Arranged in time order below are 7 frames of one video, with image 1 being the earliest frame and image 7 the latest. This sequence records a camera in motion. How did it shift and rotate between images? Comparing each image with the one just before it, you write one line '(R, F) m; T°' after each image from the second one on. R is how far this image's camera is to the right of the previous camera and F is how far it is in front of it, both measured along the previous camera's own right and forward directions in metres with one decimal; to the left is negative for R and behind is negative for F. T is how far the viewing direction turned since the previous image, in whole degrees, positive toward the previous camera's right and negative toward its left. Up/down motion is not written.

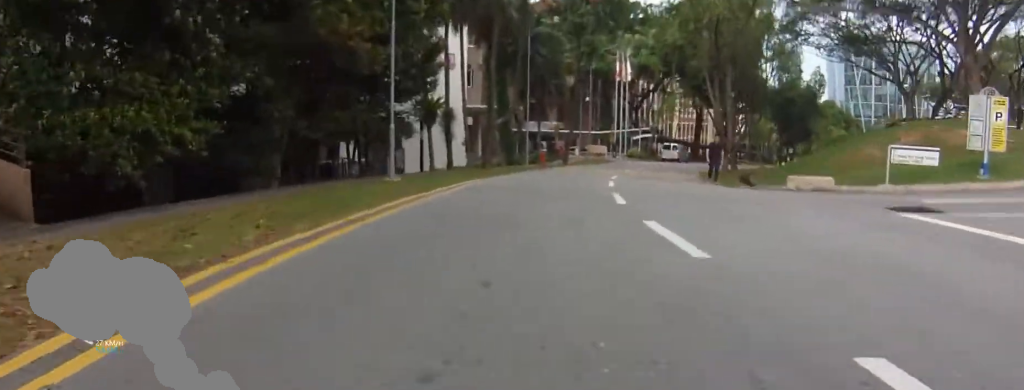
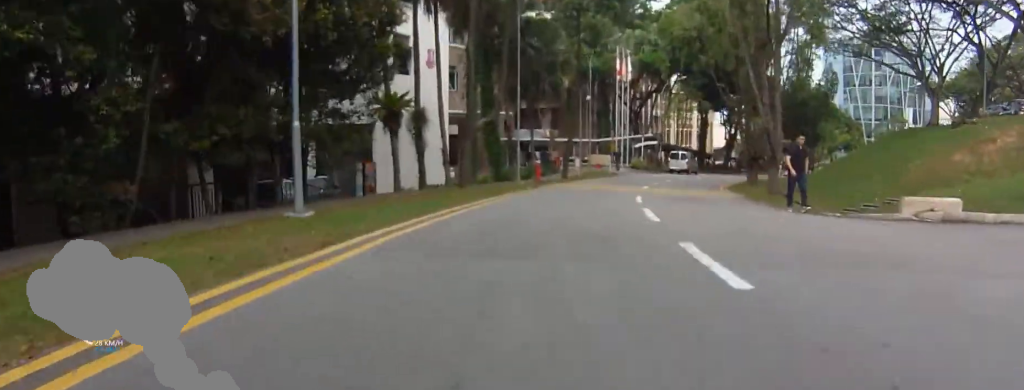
(+0.7, +5.9) m; 0°
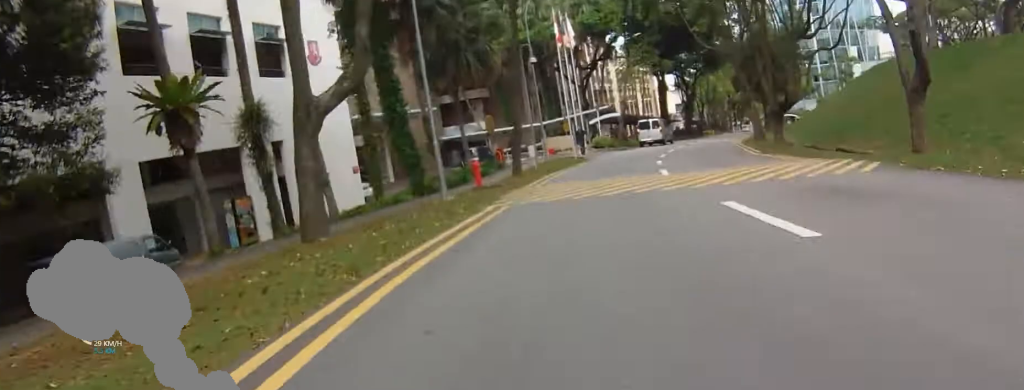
(-0.7, +10.2) m; +2°
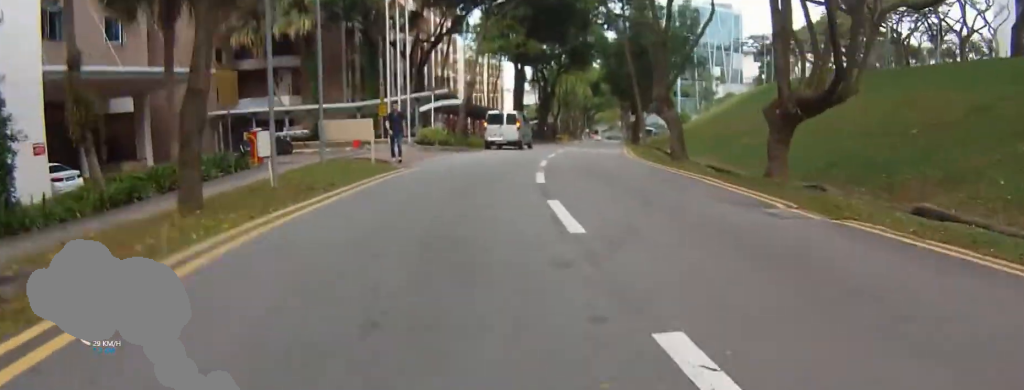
(+0.6, +11.5) m; -6°
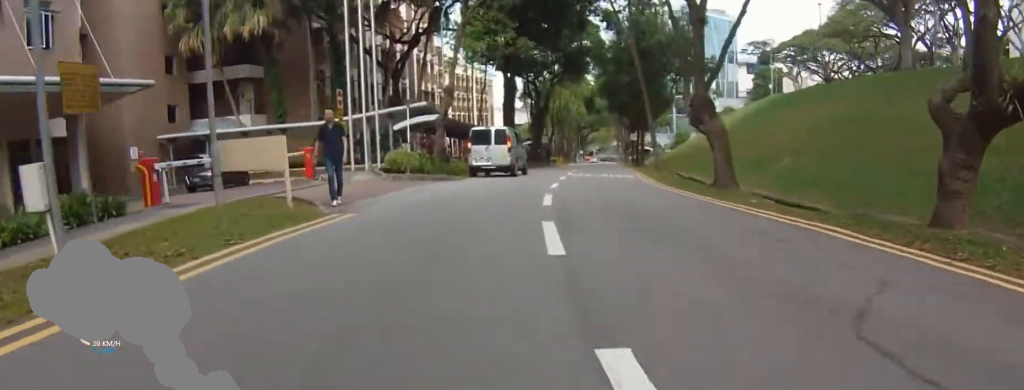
(-0.5, +4.6) m; -8°
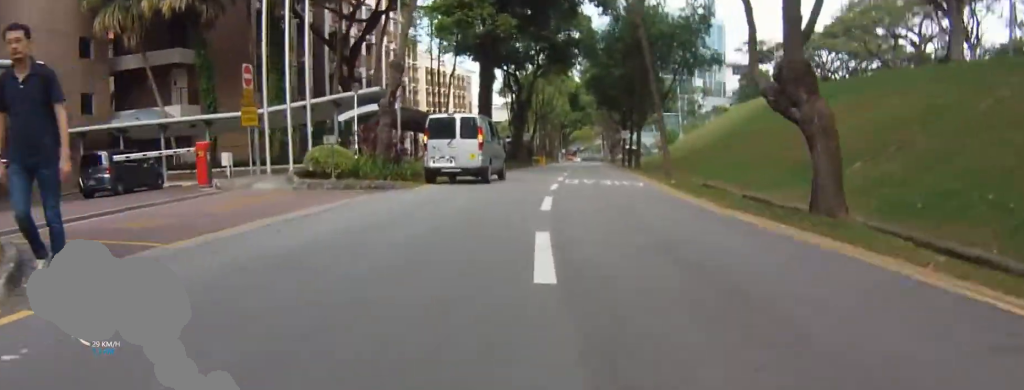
(-0.2, +5.4) m; +6°
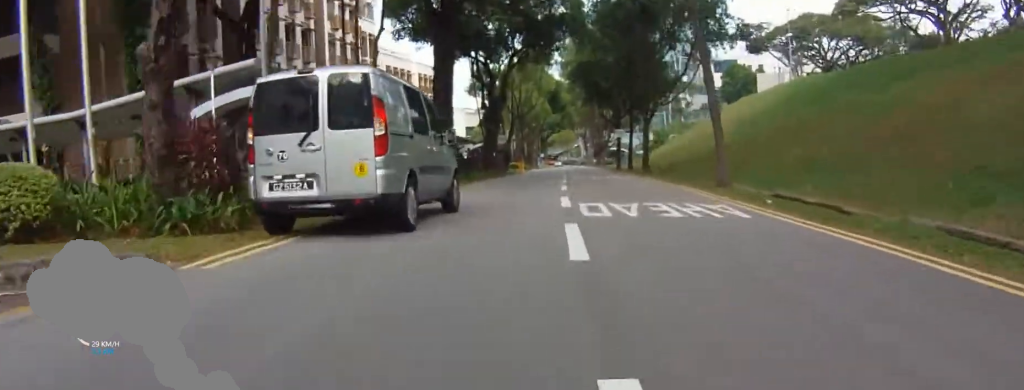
(+1.0, +8.2) m; +6°
